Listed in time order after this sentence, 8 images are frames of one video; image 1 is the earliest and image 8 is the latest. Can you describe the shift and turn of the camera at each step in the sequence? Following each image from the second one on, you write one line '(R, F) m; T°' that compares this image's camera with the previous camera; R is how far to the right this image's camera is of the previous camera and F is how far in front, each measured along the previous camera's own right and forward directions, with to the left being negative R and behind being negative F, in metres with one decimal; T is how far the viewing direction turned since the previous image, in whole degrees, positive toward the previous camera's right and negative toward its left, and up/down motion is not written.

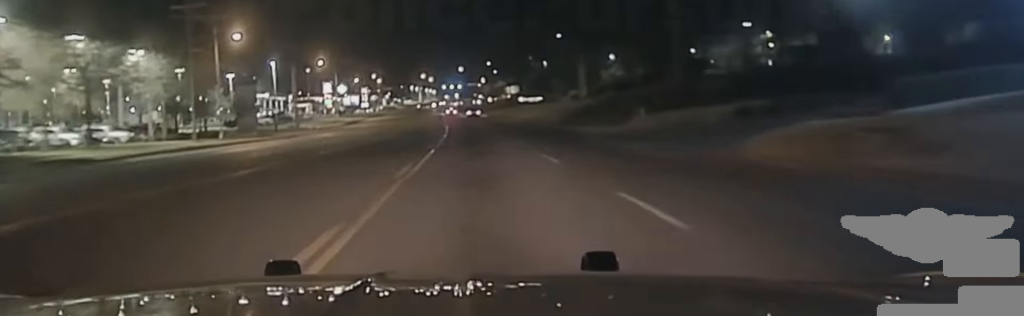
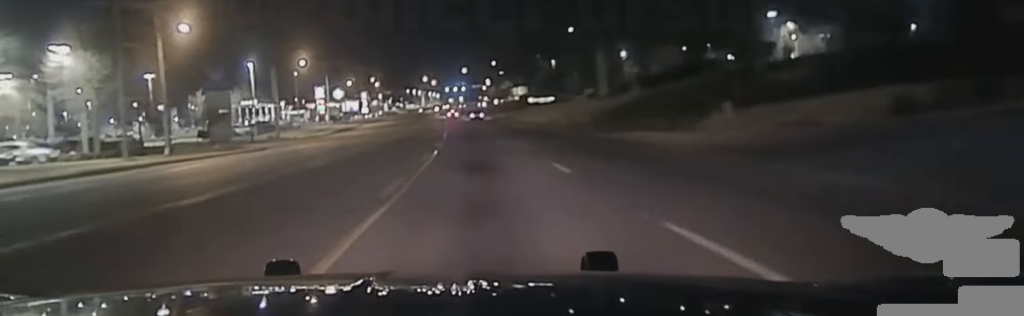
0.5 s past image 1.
(0.0, +14.4) m; 0°
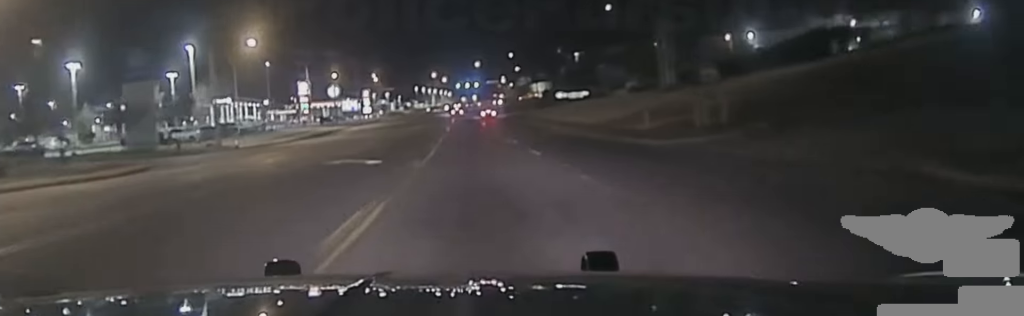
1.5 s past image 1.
(0.0, +29.7) m; -1°
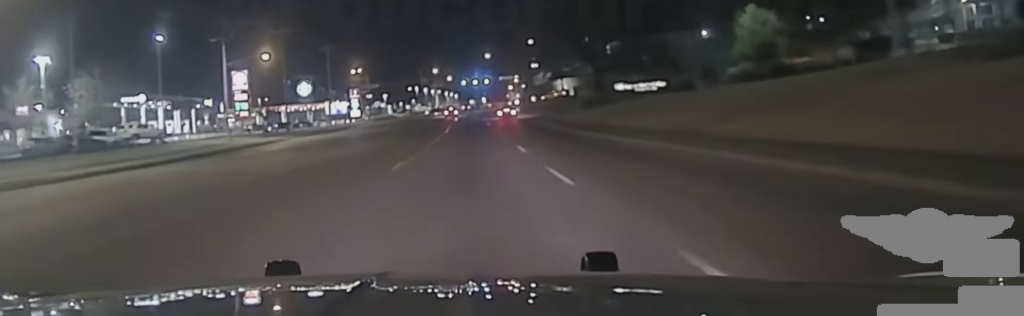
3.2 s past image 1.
(-0.6, +45.2) m; -1°
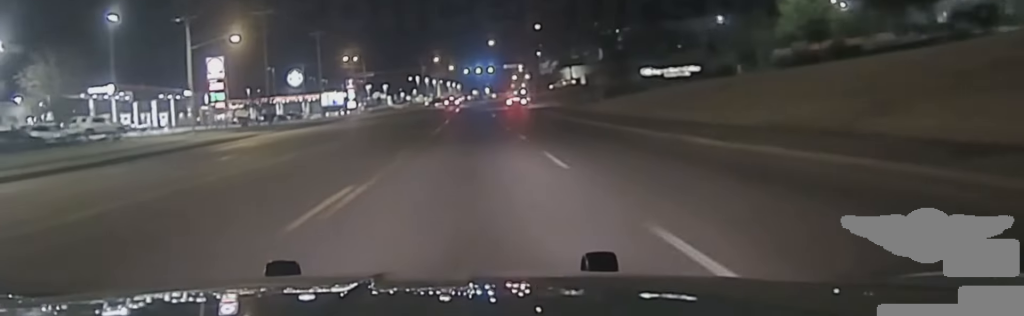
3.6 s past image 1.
(+0.1, +10.7) m; 0°
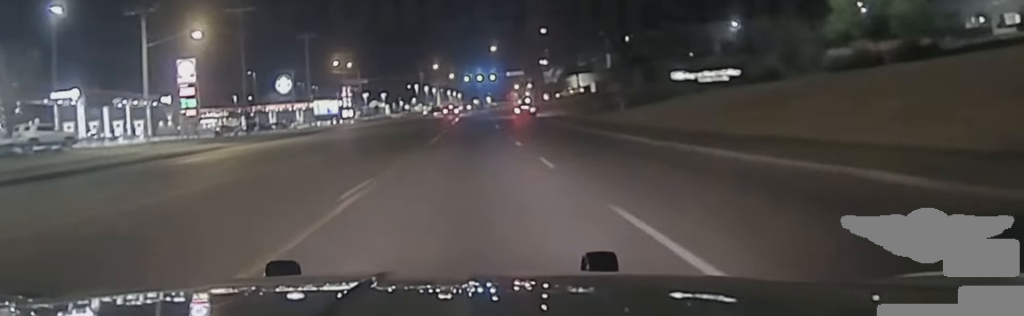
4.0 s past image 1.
(0.0, +10.3) m; 0°
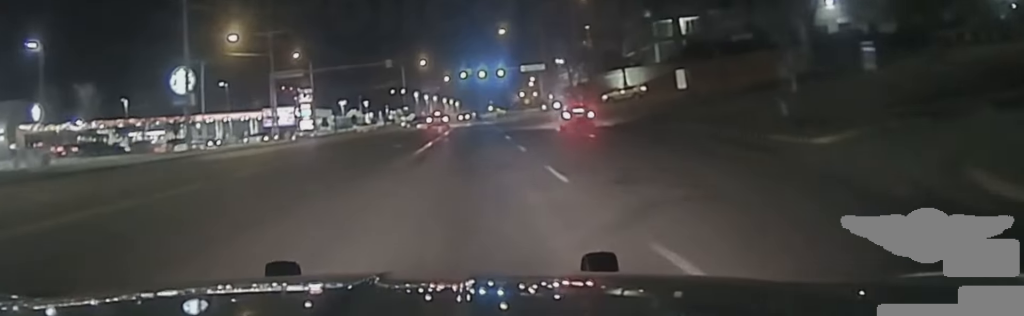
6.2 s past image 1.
(-0.4, +48.6) m; 0°
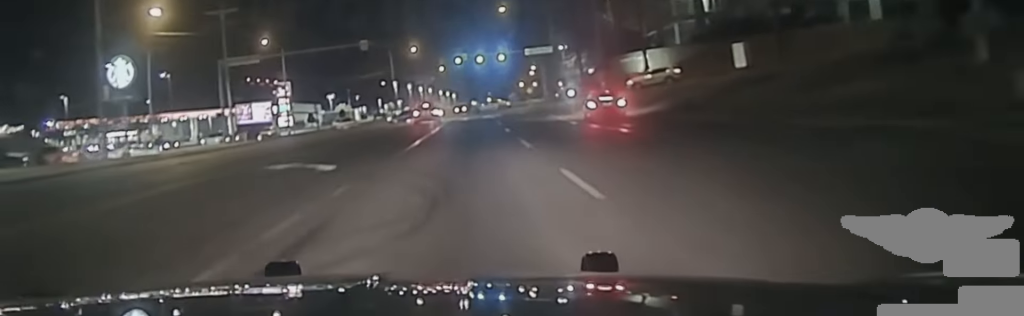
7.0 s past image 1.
(+0.2, +14.1) m; 0°
